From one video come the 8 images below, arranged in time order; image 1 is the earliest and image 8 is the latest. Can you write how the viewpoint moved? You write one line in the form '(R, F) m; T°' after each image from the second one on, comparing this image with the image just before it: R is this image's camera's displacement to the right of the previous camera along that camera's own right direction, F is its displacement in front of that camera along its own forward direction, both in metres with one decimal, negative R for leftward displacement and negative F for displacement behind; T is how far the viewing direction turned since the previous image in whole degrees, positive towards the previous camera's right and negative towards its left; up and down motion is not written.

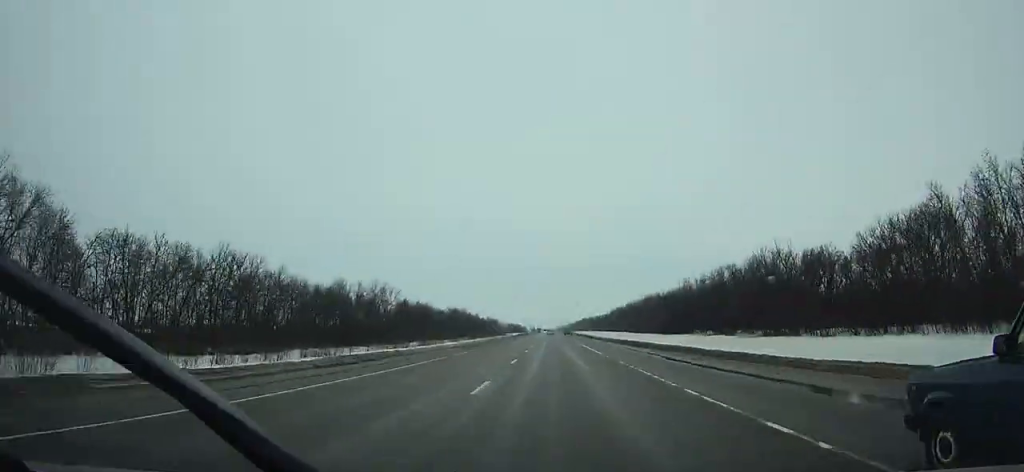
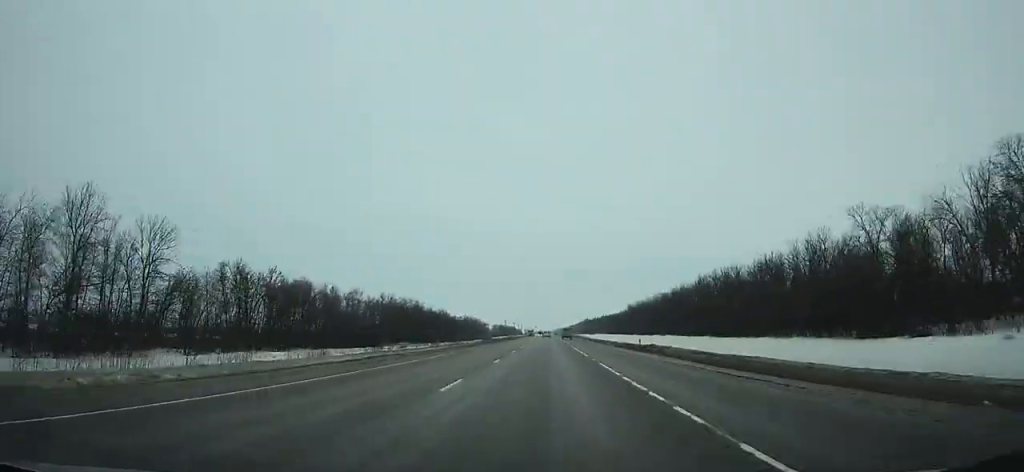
(+0.2, +95.6) m; 0°
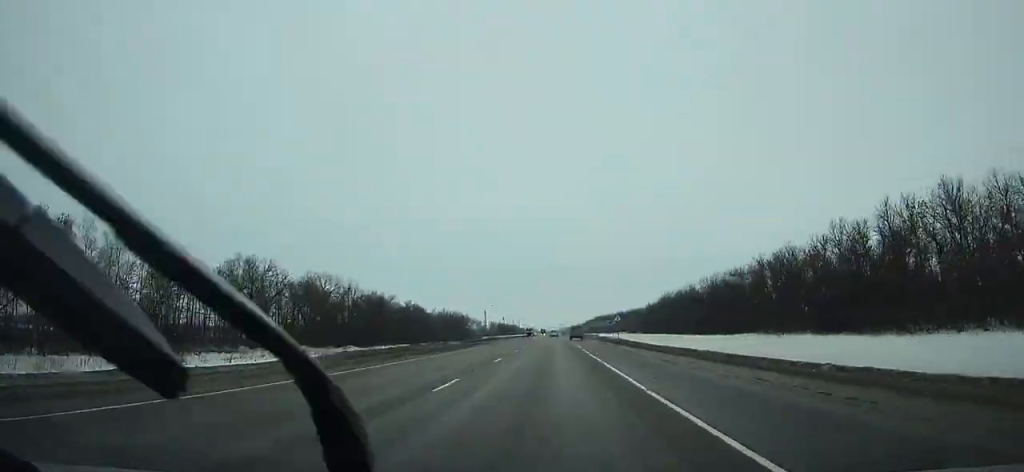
(-0.1, +72.4) m; 0°
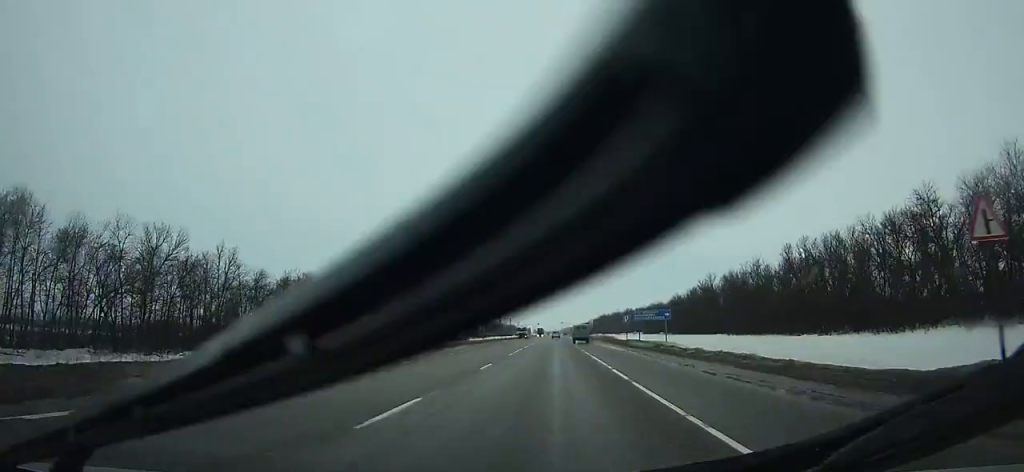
(0.0, +51.9) m; 0°
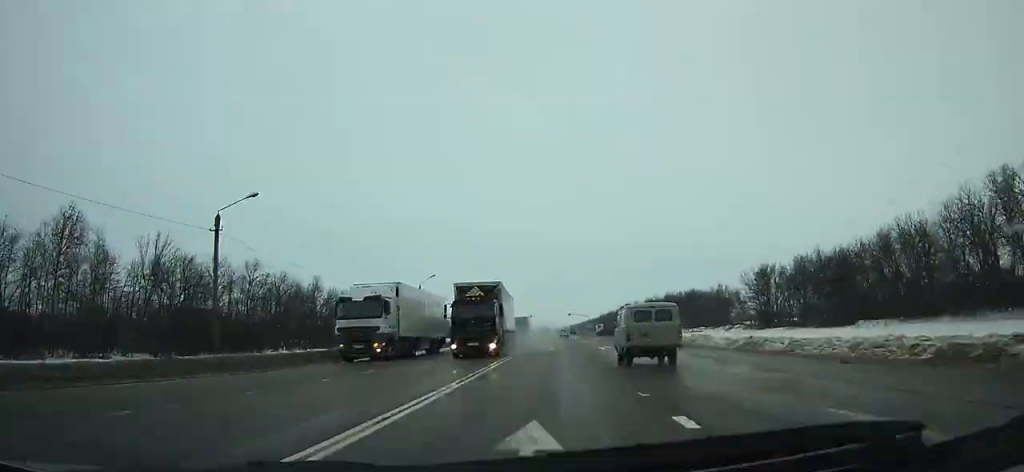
(-0.5, +134.1) m; 0°
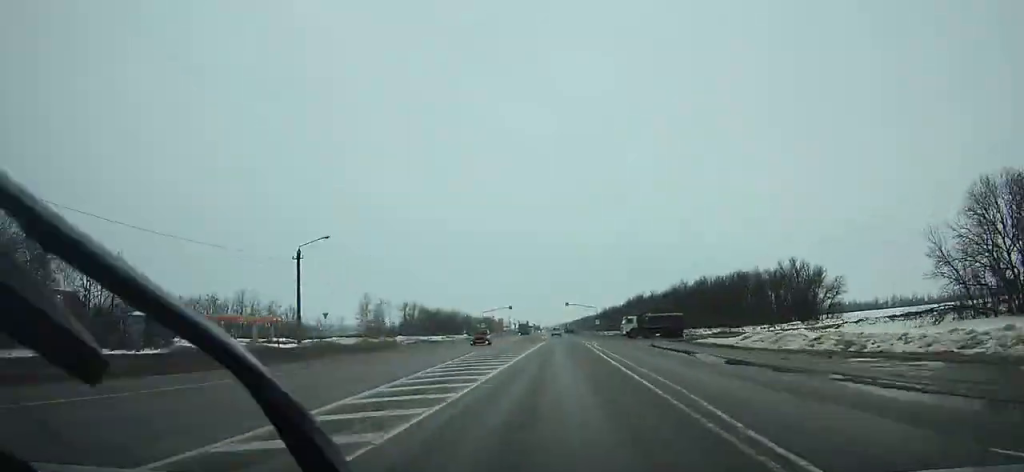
(0.0, +69.9) m; 0°
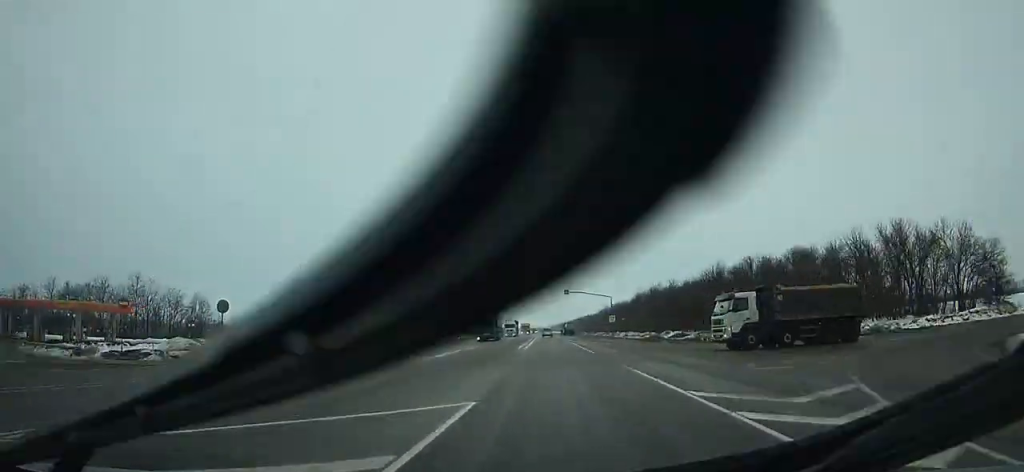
(+0.3, +46.7) m; 0°
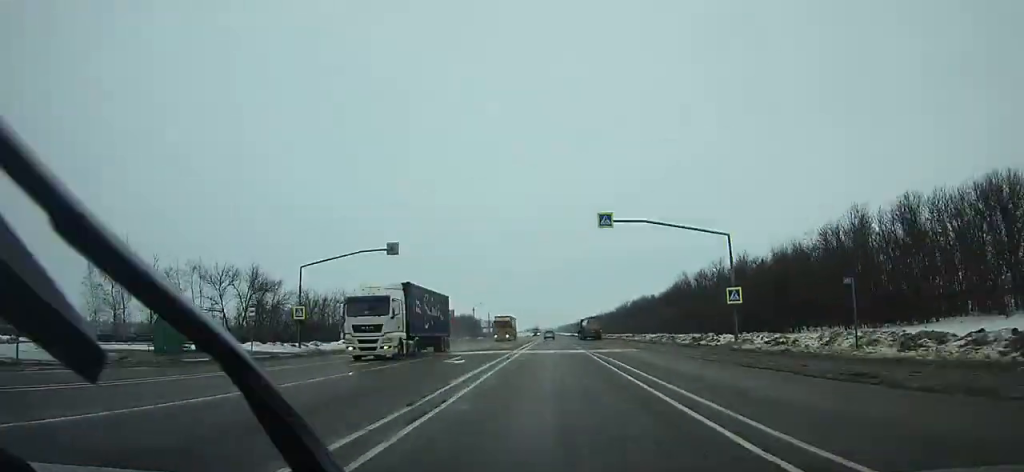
(0.0, +62.0) m; 0°
